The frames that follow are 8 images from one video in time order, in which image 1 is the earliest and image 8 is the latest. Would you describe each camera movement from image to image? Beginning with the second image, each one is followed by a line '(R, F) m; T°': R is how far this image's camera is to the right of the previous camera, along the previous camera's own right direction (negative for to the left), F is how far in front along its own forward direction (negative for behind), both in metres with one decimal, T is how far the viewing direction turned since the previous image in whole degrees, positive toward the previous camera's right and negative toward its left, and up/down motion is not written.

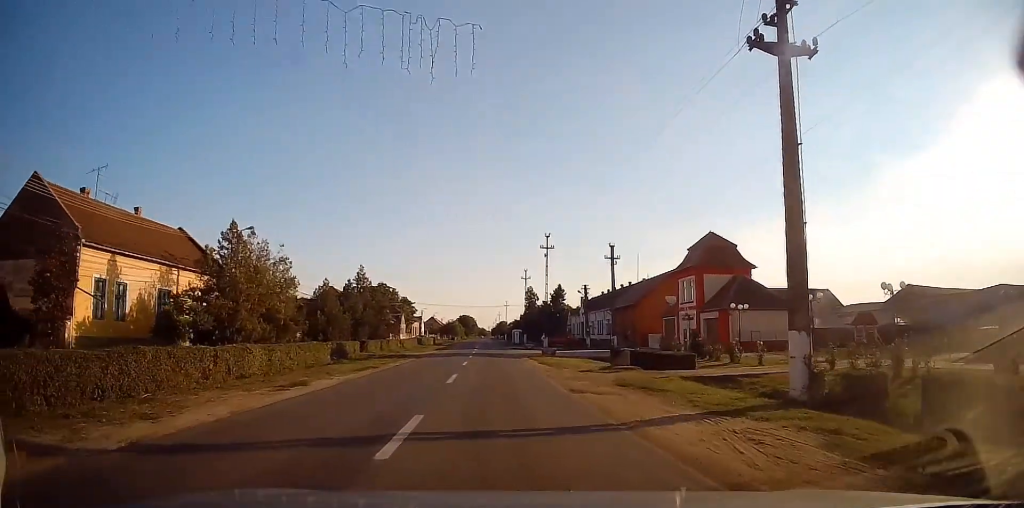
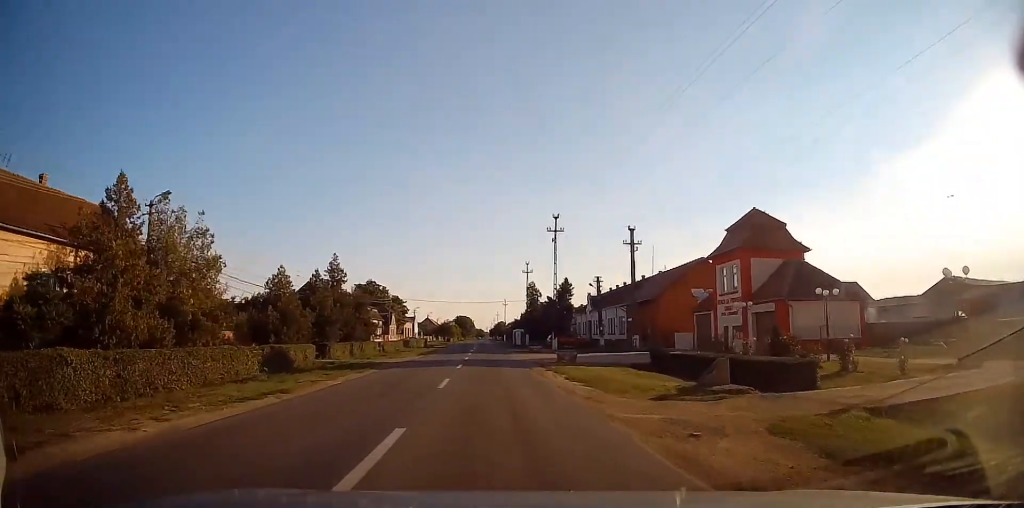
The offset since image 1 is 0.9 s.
(+0.1, +9.7) m; +1°
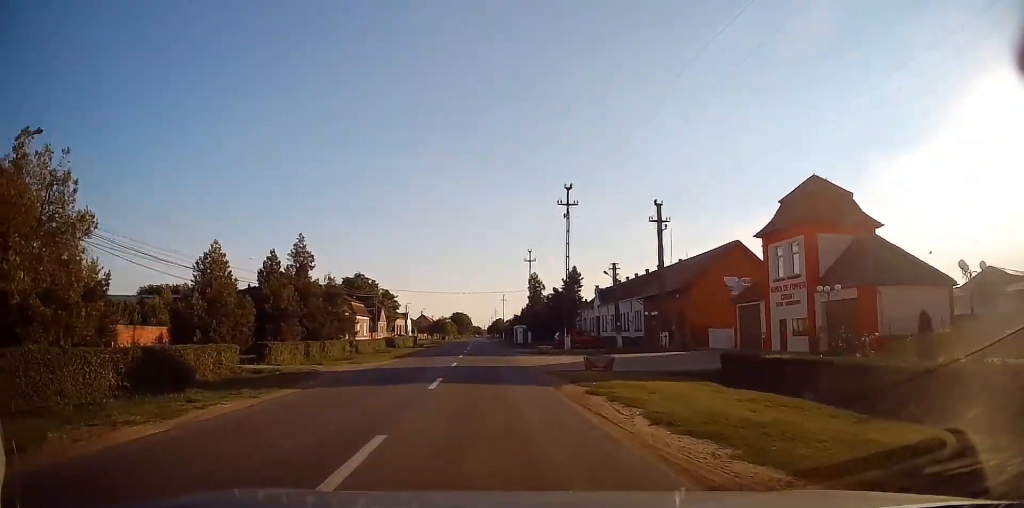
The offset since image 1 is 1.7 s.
(+0.1, +8.7) m; 0°
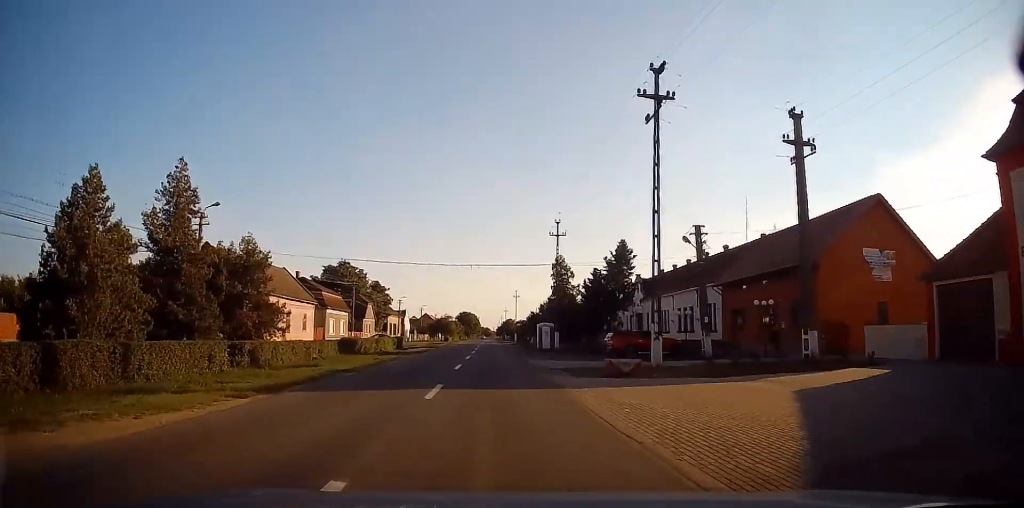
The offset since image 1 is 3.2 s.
(-0.3, +19.8) m; -1°
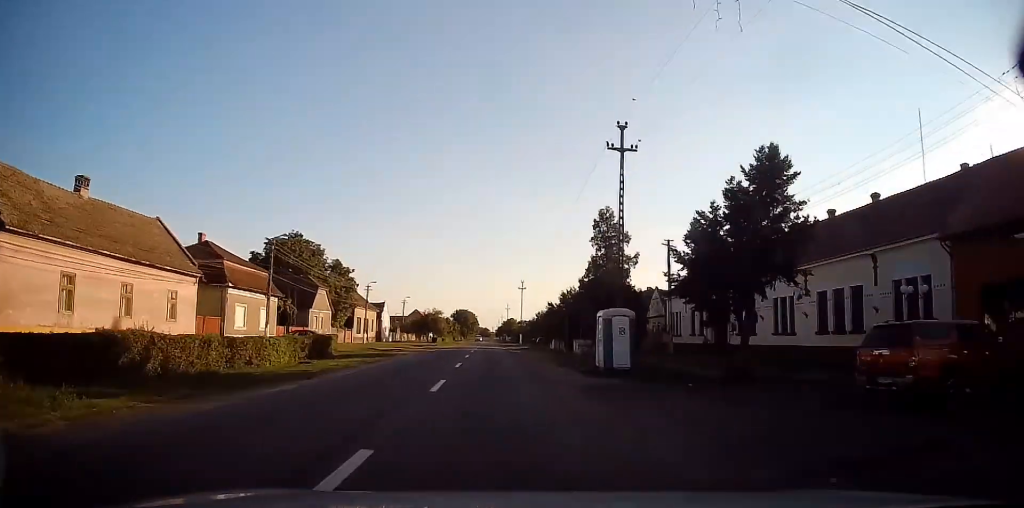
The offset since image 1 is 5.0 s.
(-0.1, +25.4) m; -1°
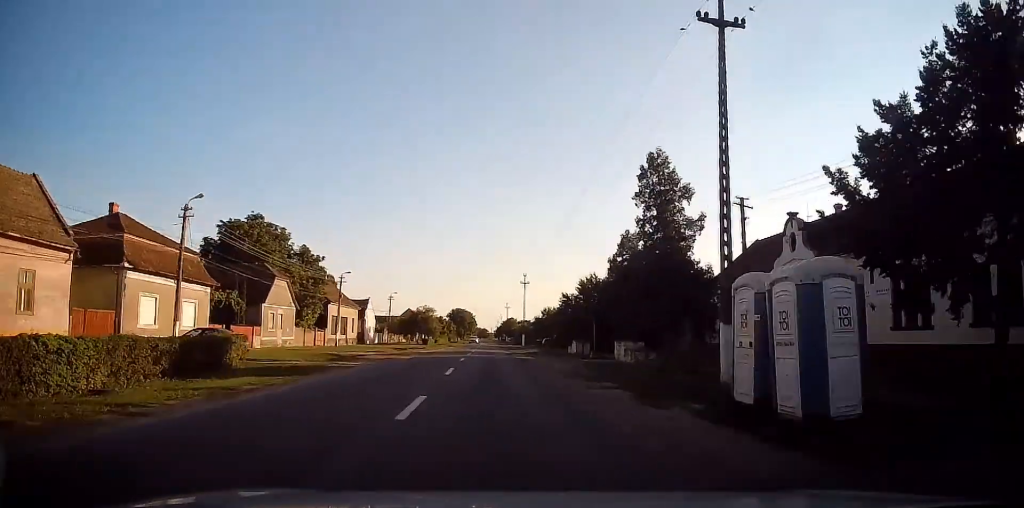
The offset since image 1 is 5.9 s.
(0.0, +12.5) m; 0°
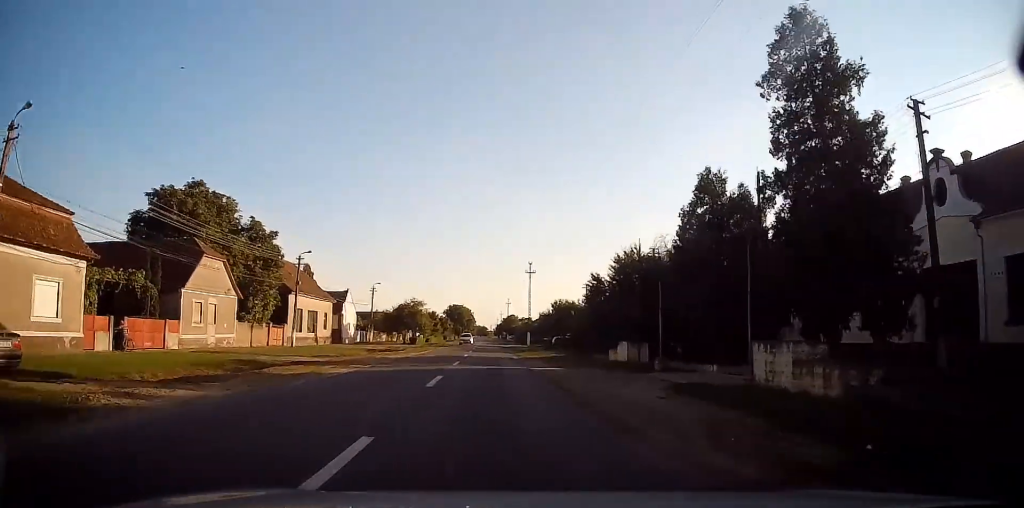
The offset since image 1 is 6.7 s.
(-0.2, +13.6) m; +1°
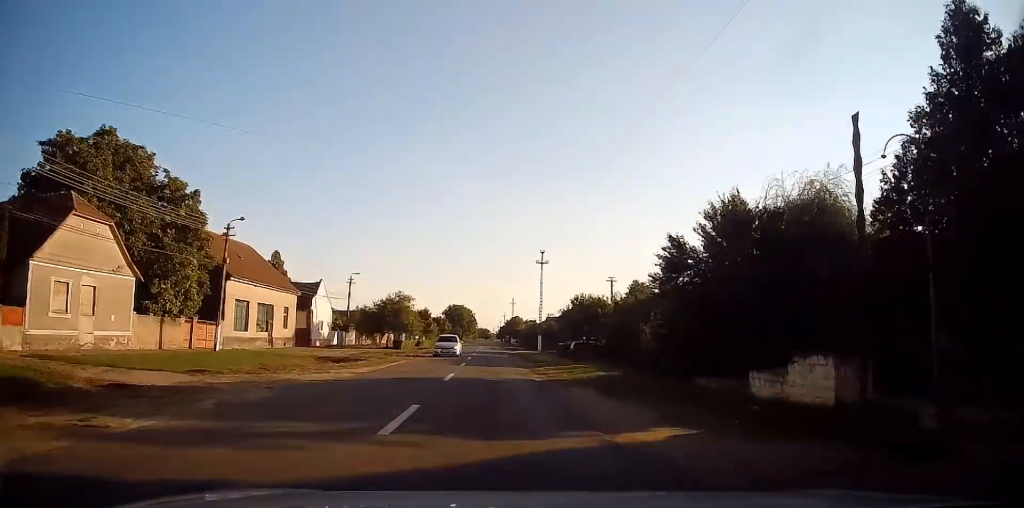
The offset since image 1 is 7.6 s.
(+0.4, +14.8) m; 0°
